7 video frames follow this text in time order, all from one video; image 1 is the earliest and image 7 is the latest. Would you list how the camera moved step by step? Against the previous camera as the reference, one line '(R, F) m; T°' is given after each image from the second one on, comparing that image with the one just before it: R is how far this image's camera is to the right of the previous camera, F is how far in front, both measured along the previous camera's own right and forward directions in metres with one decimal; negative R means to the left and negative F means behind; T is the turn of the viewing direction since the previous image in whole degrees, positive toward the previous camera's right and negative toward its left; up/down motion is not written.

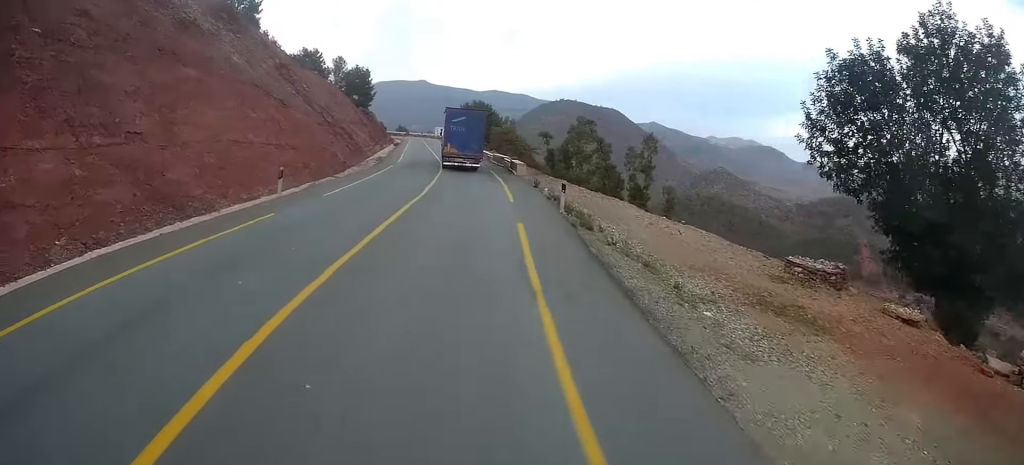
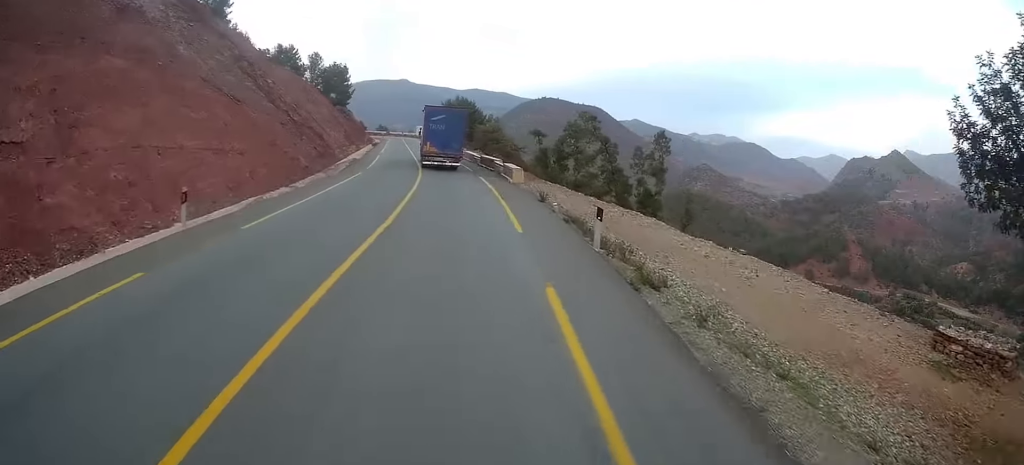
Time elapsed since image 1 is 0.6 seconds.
(+0.2, +7.4) m; 0°
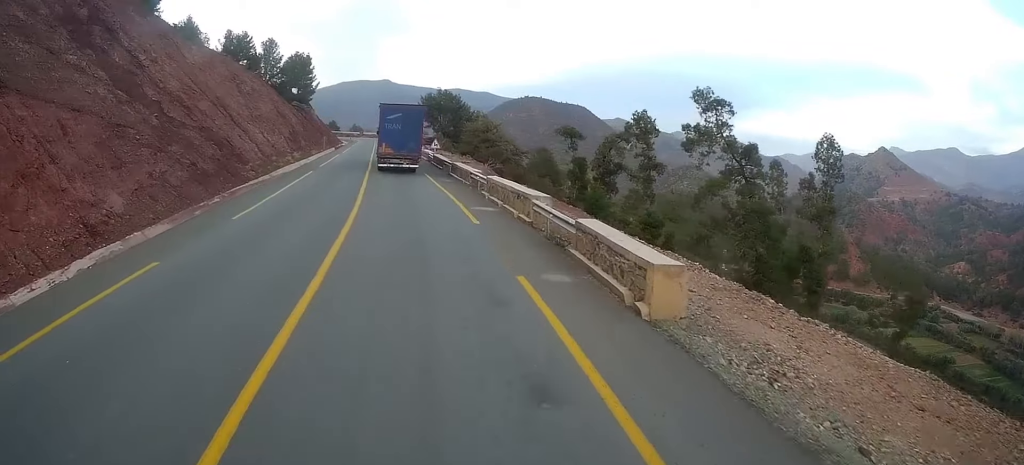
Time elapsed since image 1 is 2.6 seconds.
(+0.4, +24.1) m; +2°
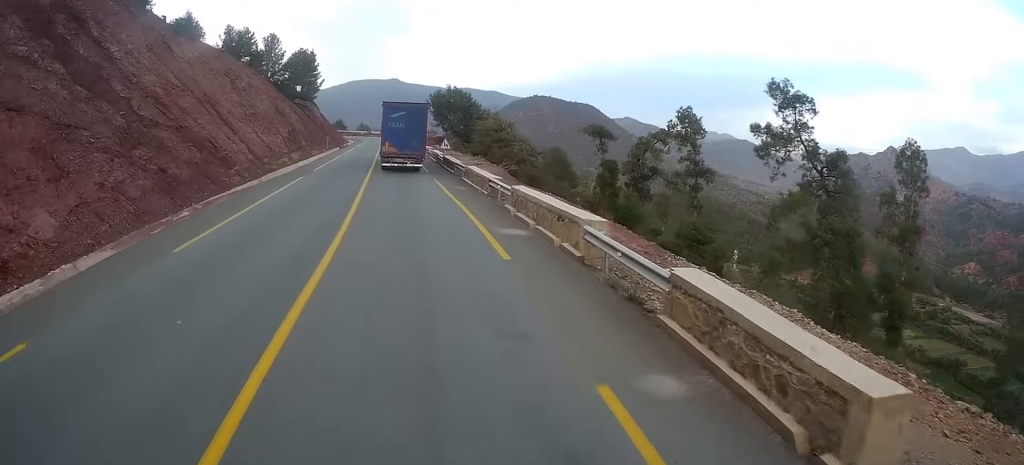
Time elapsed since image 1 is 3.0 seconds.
(+0.3, +4.9) m; 0°
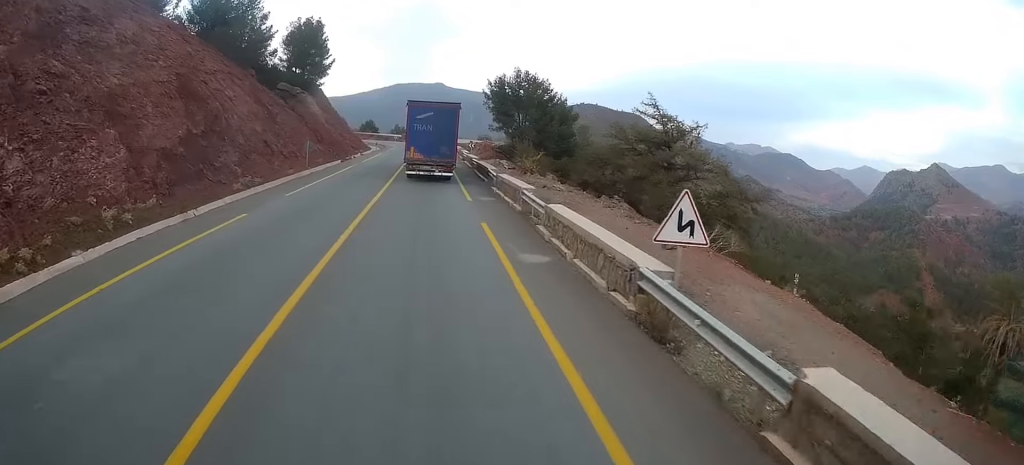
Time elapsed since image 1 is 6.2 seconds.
(-2.4, +38.9) m; -5°
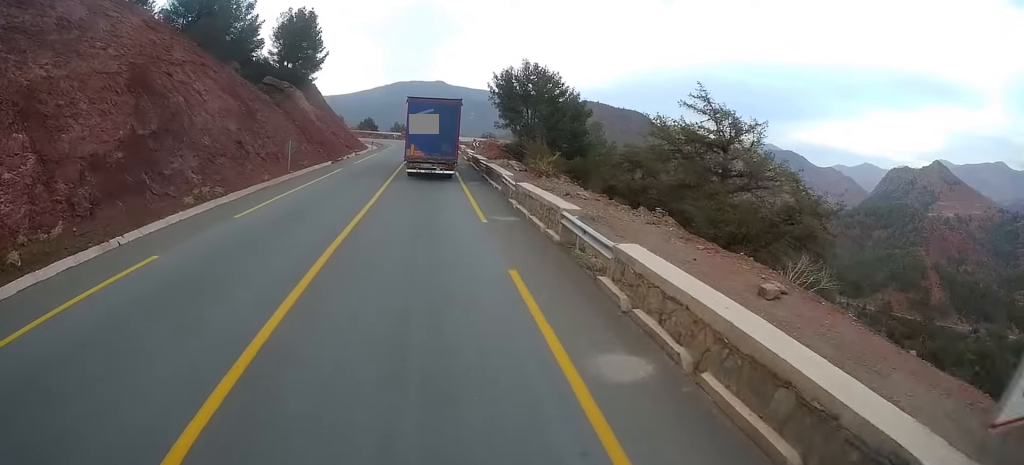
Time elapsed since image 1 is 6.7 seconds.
(-0.1, +6.2) m; -1°
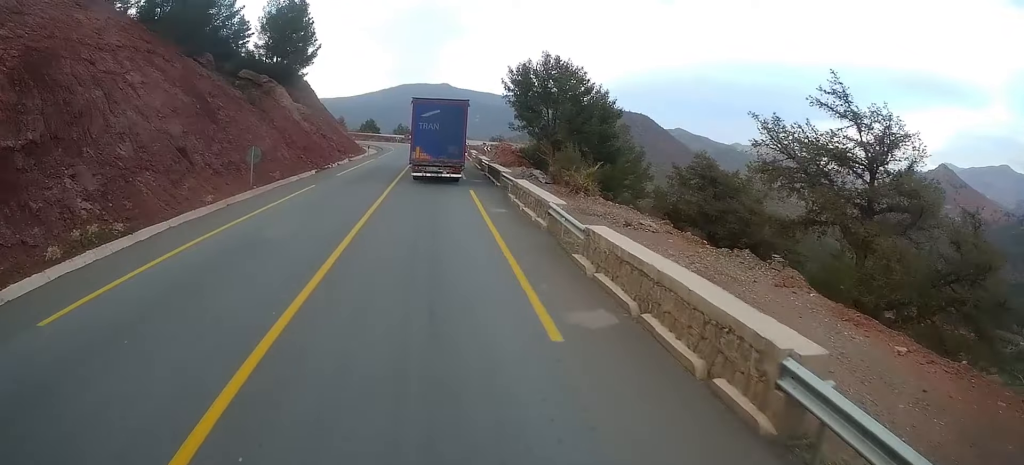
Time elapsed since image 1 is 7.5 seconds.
(-0.1, +9.4) m; 0°
